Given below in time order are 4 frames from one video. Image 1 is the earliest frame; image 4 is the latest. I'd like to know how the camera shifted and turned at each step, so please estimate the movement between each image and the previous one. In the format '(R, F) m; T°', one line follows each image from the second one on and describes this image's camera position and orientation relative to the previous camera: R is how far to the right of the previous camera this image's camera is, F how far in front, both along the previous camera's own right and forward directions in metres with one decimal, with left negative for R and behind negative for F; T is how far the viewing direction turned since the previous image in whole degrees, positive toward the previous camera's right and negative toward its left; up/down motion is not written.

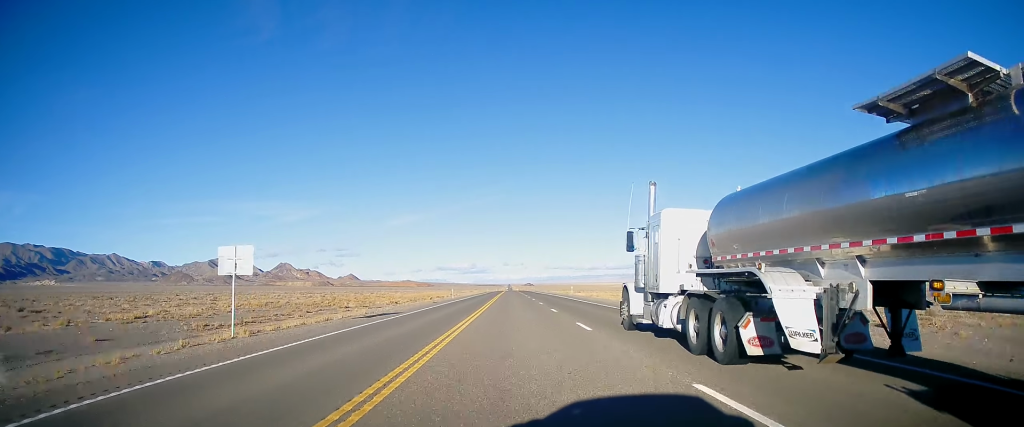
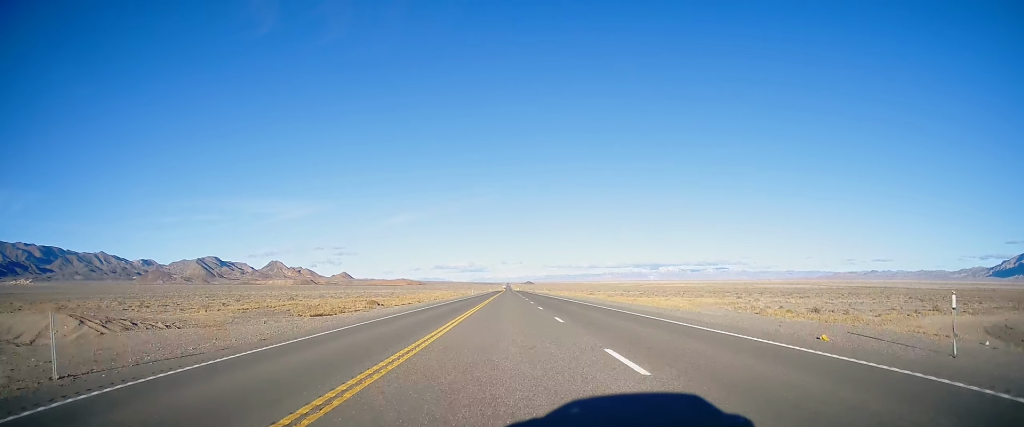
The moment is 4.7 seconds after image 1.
(-0.7, +191.2) m; 0°
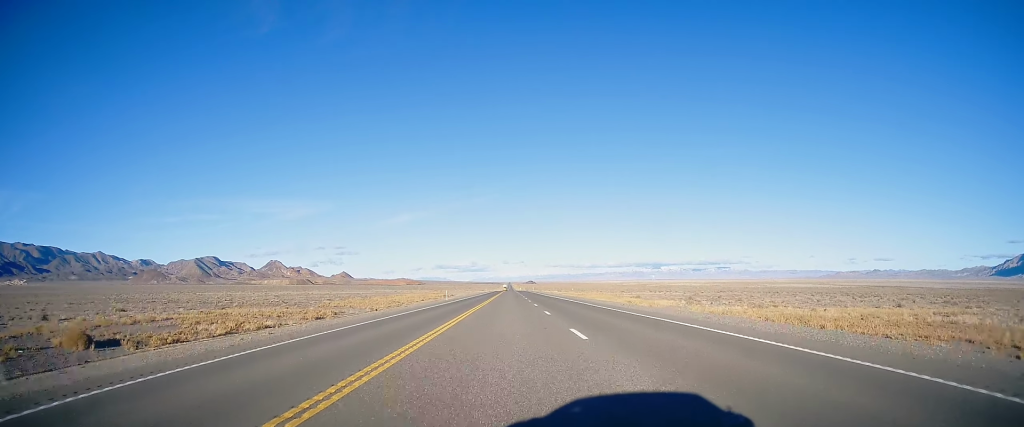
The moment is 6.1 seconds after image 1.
(-0.2, +55.7) m; 0°
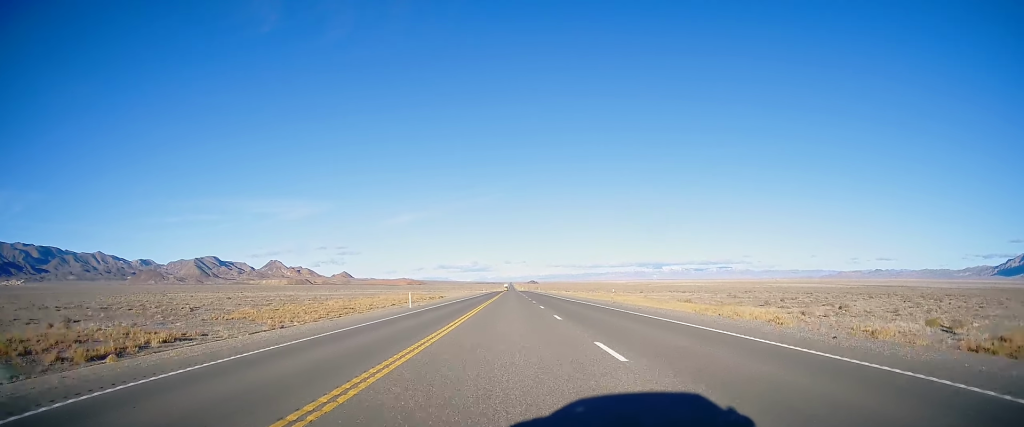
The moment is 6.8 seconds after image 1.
(0.0, +28.8) m; 0°
